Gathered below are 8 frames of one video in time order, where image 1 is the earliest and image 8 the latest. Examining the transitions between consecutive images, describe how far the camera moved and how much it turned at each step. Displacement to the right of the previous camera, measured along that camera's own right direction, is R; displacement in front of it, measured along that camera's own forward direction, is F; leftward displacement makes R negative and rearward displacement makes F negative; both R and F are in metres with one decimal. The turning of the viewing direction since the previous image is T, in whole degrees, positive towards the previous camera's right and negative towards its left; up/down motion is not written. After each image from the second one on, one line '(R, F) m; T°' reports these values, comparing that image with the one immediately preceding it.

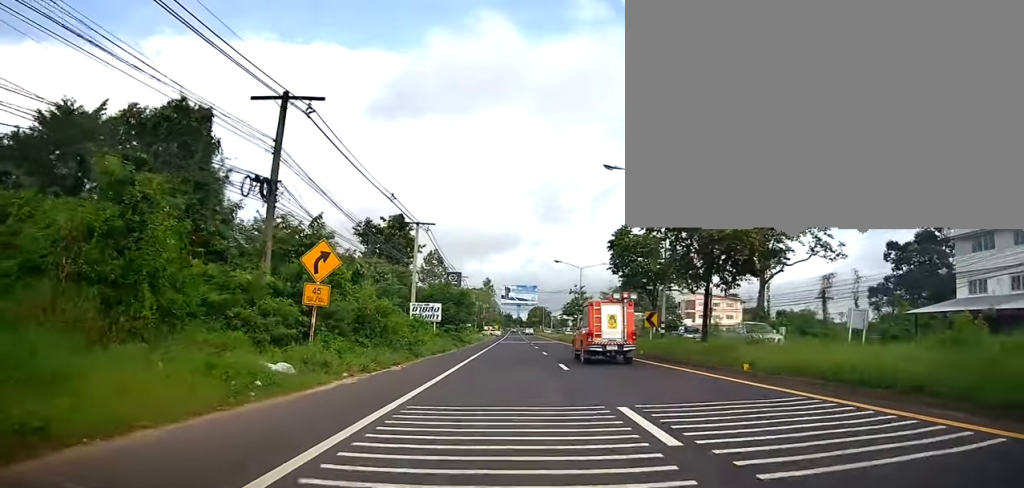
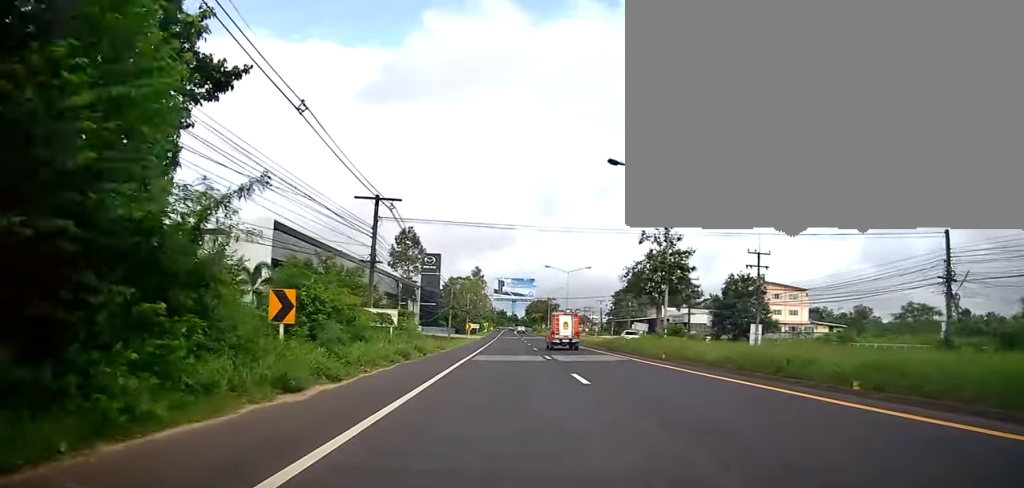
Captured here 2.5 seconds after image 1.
(0.0, +41.1) m; 0°
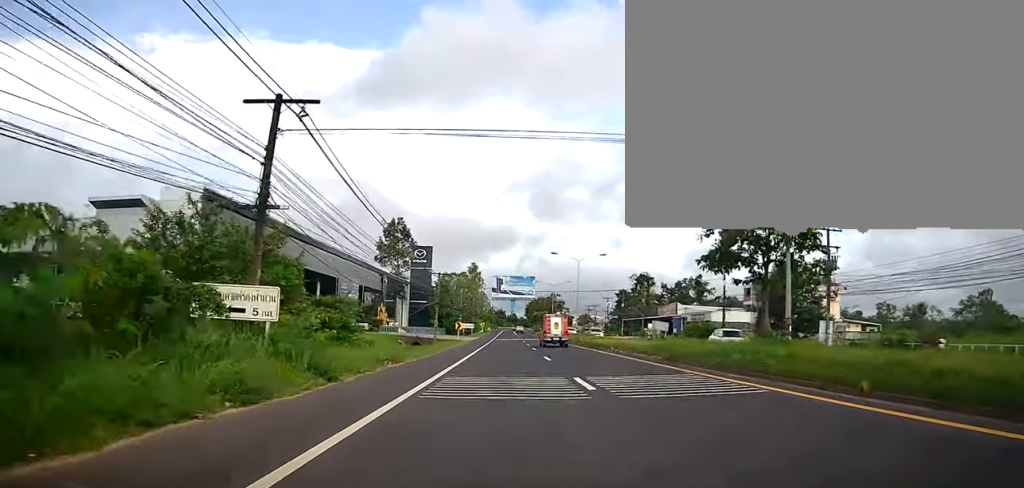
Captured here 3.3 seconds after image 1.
(0.0, +13.3) m; 0°
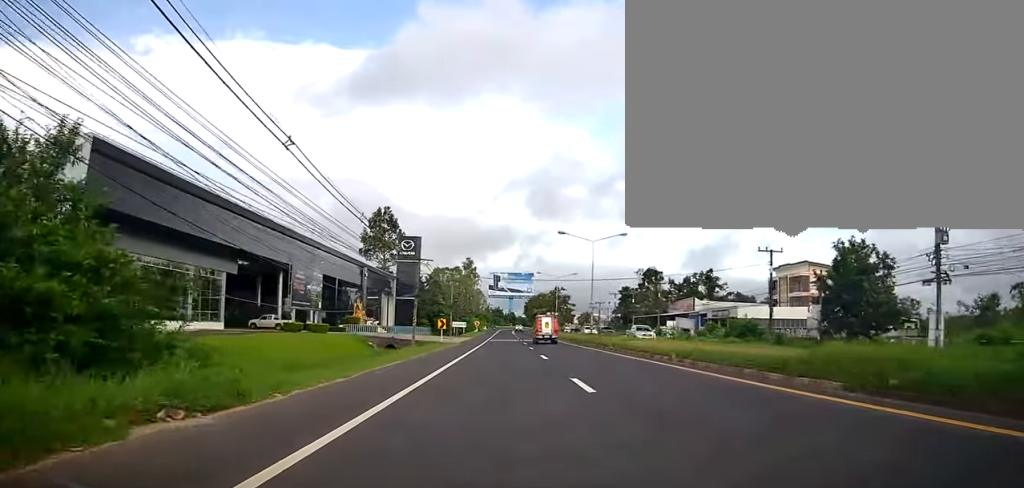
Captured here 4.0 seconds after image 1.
(-0.1, +12.7) m; 0°
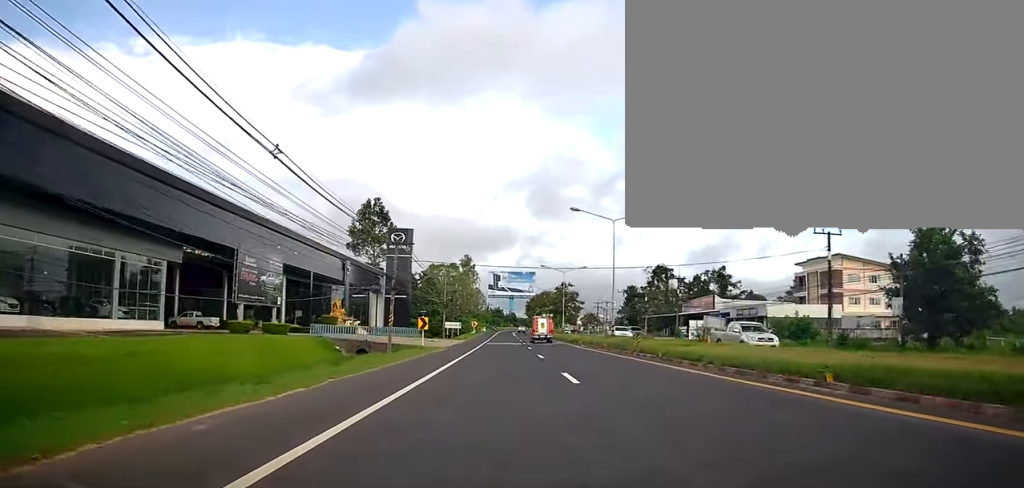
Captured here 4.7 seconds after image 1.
(0.0, +10.3) m; 0°
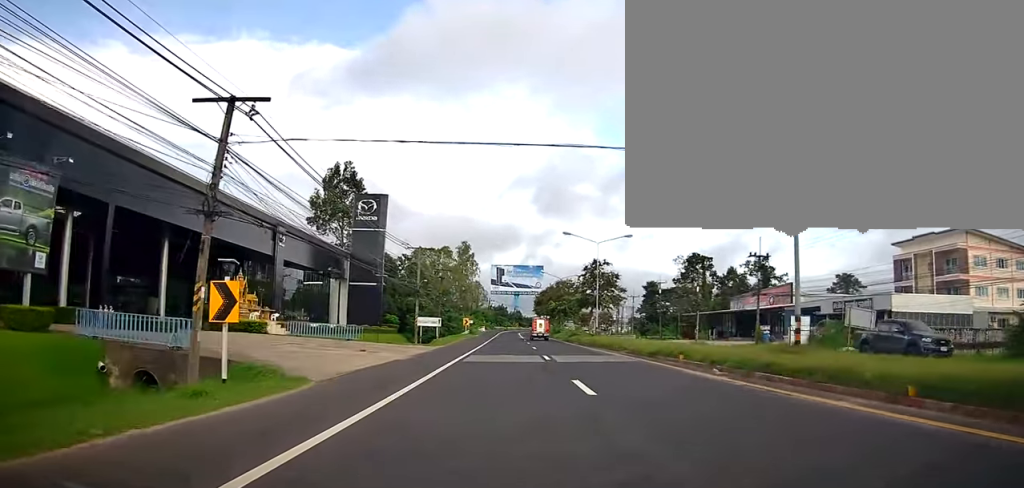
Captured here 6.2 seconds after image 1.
(0.0, +26.0) m; 0°
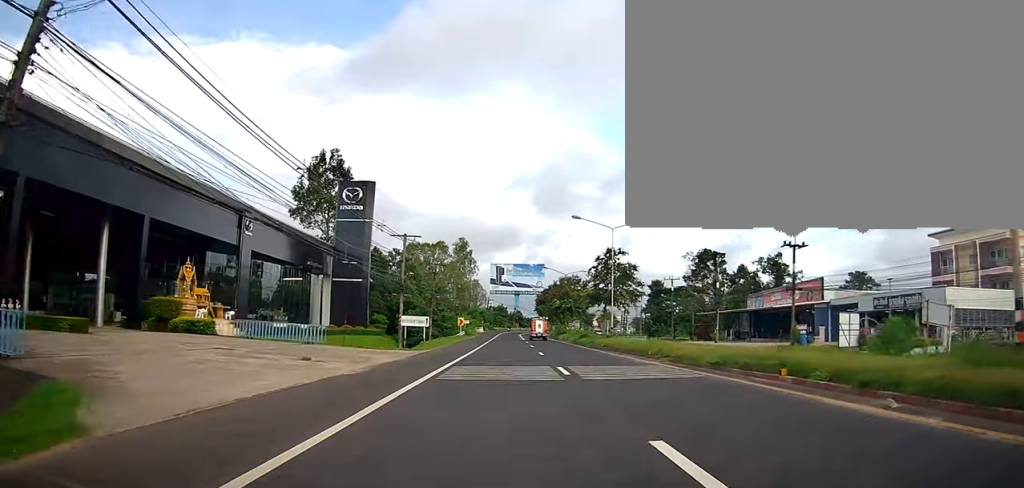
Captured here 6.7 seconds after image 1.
(0.0, +7.6) m; 0°
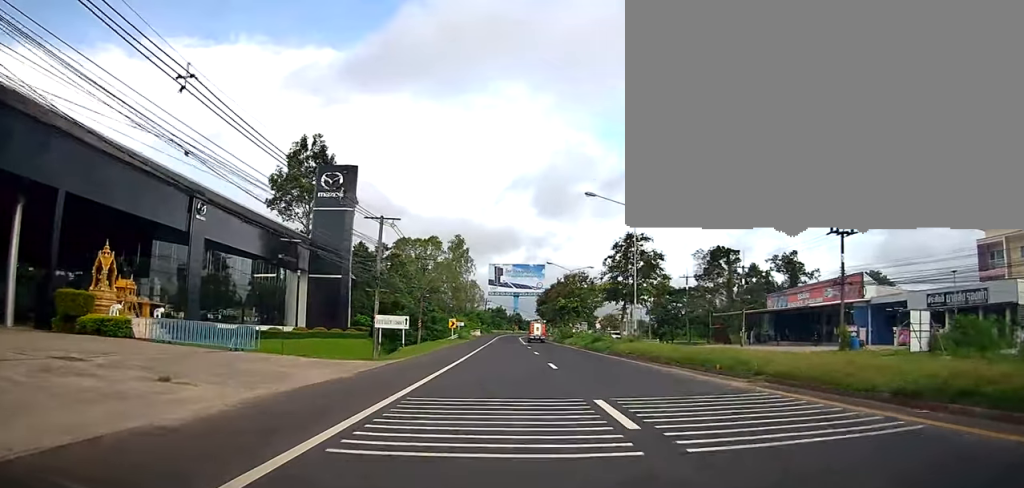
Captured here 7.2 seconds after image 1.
(0.0, +8.1) m; 0°
